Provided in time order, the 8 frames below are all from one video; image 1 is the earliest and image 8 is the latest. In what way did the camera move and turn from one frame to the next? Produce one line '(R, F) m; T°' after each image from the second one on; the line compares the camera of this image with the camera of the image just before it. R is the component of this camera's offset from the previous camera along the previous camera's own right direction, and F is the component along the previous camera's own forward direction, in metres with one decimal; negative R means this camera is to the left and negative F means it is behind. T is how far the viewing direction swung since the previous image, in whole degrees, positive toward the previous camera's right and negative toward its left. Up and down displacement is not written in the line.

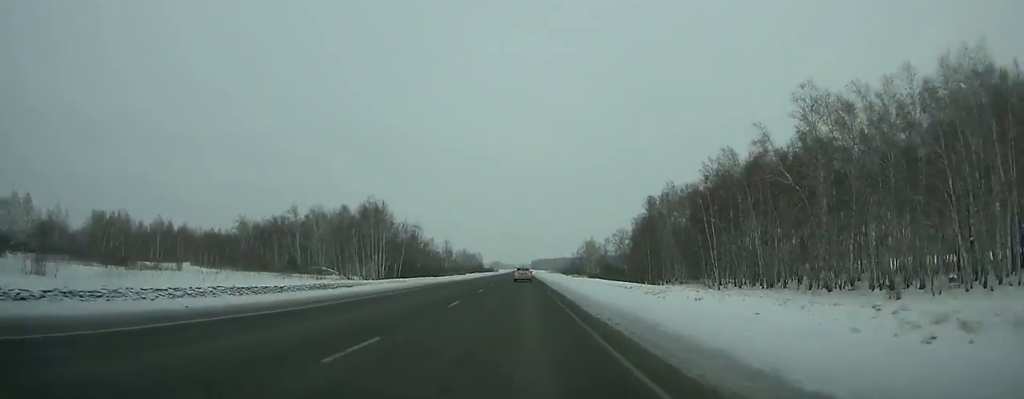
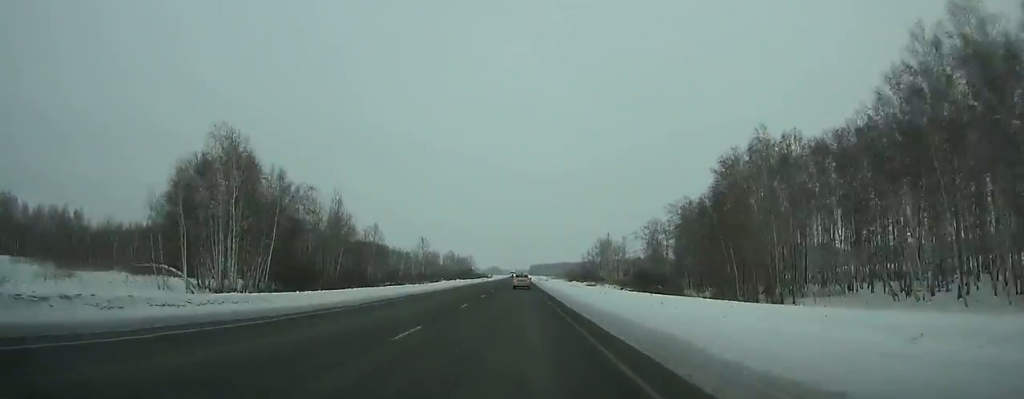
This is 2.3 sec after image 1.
(+0.2, +55.8) m; 0°
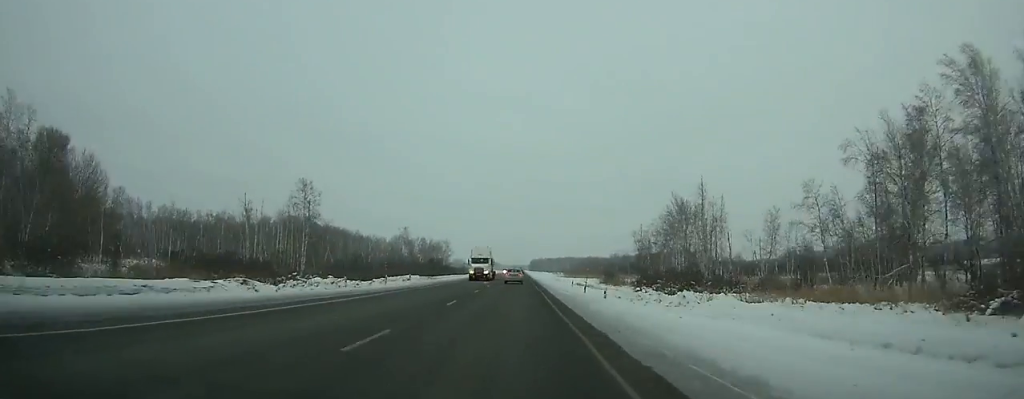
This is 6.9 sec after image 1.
(-0.1, +113.0) m; 0°
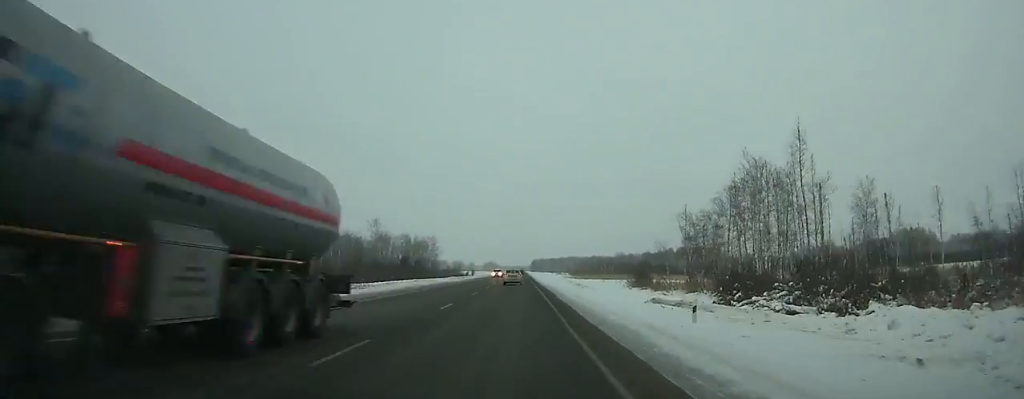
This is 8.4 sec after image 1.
(-0.1, +37.1) m; 0°
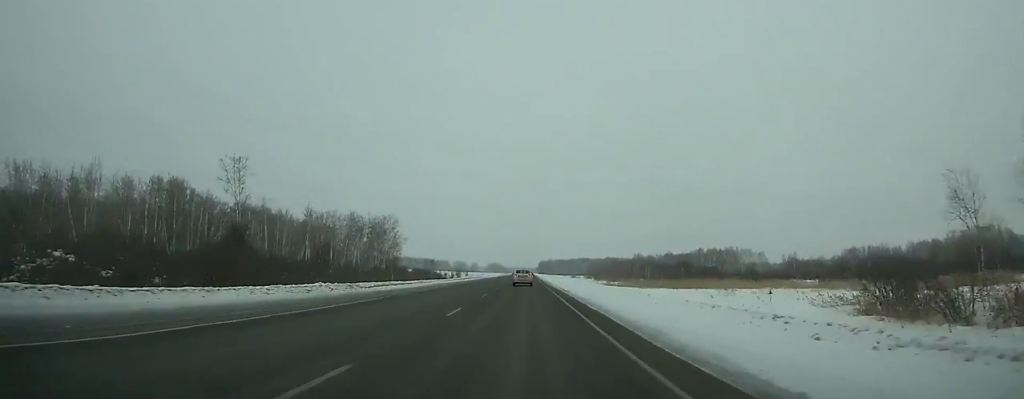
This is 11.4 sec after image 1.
(-0.3, +73.9) m; 0°
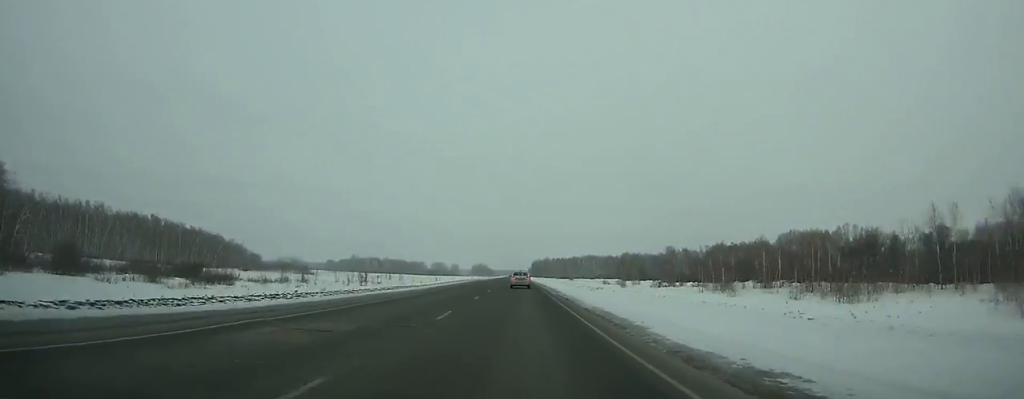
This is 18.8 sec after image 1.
(+1.7, +177.8) m; +1°
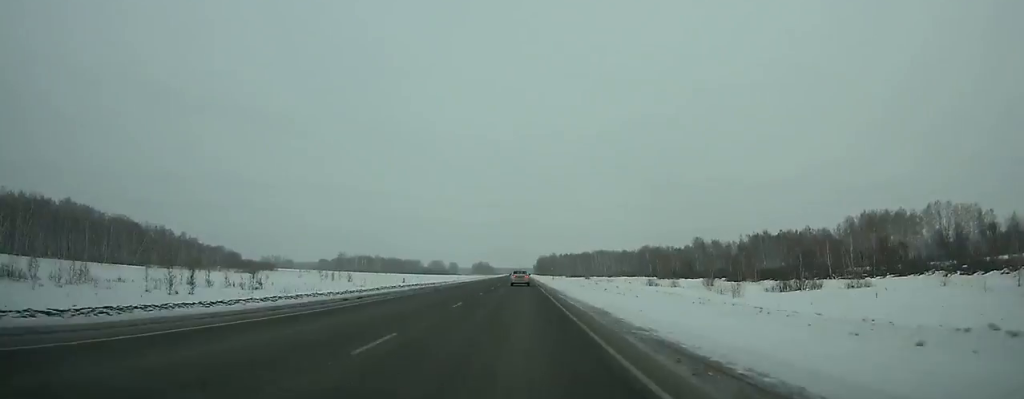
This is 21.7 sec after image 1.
(-0.4, +68.1) m; 0°
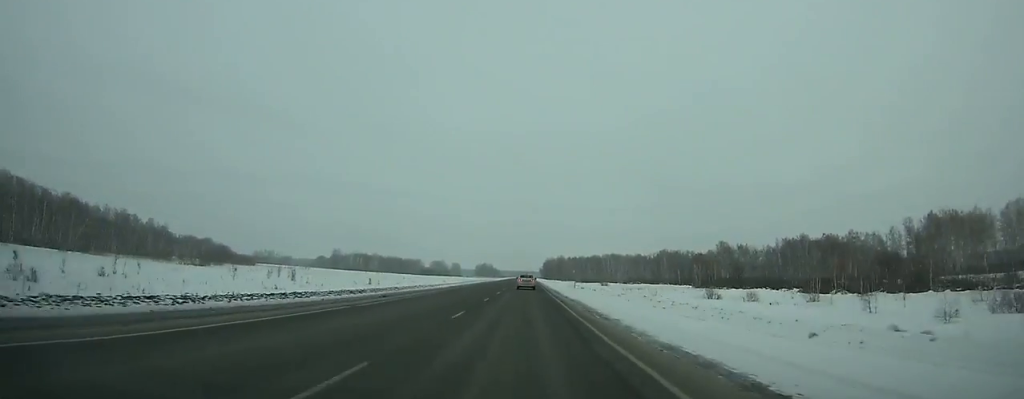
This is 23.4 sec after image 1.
(0.0, +40.0) m; 0°
